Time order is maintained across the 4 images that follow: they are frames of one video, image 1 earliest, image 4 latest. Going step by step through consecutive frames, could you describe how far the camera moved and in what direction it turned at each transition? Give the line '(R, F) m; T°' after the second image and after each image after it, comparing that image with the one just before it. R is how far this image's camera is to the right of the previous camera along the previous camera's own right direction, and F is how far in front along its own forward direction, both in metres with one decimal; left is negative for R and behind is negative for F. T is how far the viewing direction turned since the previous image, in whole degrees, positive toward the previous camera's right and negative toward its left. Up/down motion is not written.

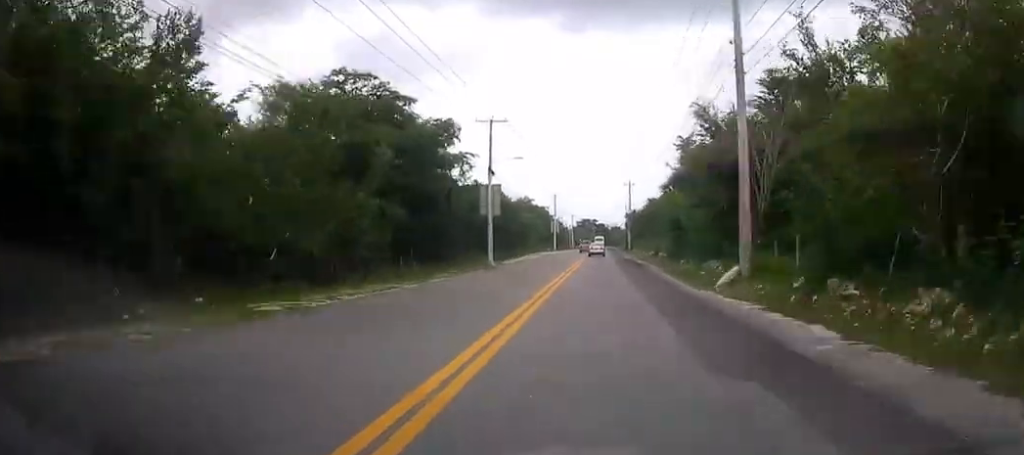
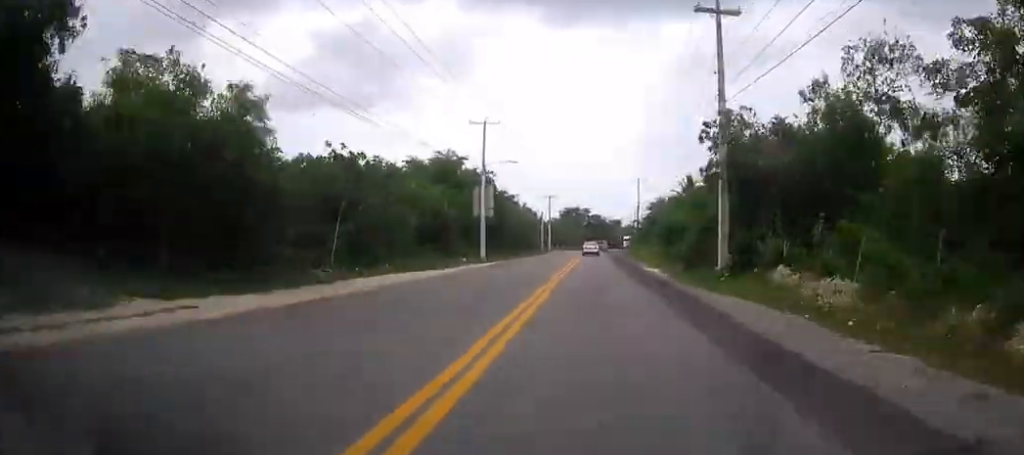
(+0.2, +80.6) m; 0°
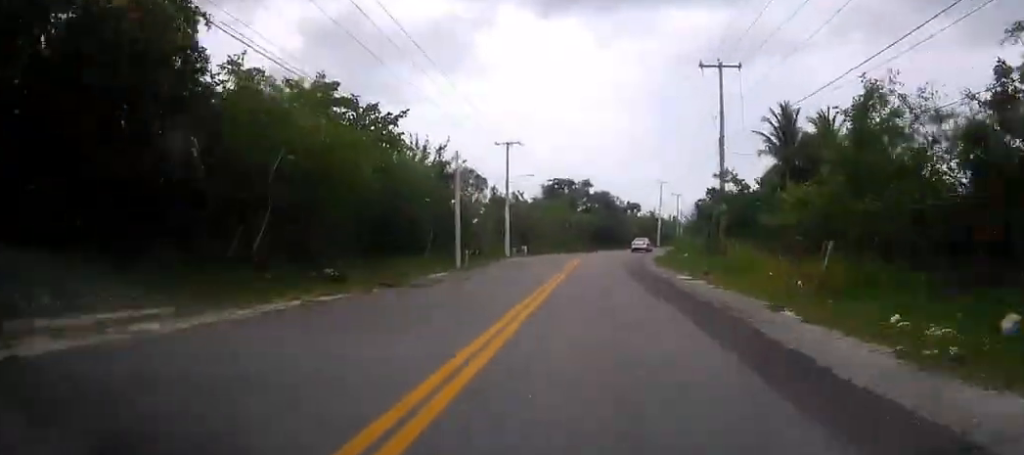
(0.0, +67.1) m; +2°
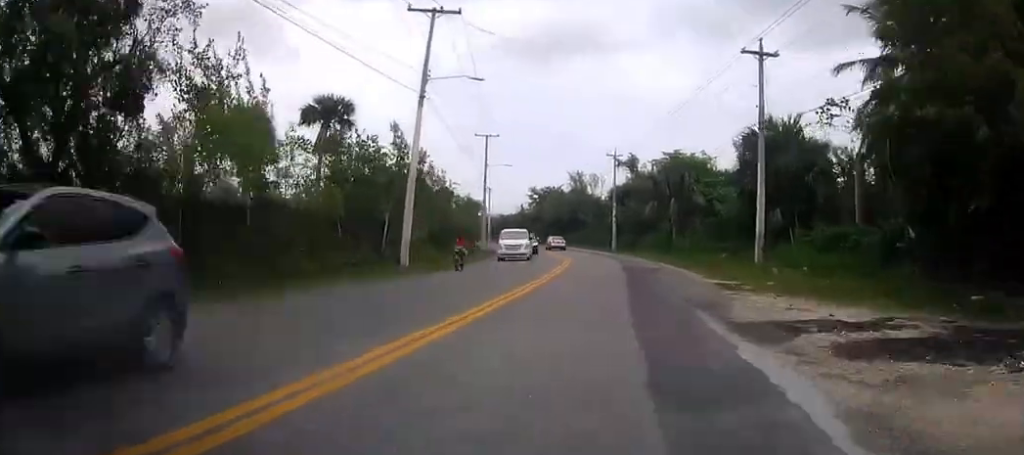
(+8.6, +94.6) m; +11°
